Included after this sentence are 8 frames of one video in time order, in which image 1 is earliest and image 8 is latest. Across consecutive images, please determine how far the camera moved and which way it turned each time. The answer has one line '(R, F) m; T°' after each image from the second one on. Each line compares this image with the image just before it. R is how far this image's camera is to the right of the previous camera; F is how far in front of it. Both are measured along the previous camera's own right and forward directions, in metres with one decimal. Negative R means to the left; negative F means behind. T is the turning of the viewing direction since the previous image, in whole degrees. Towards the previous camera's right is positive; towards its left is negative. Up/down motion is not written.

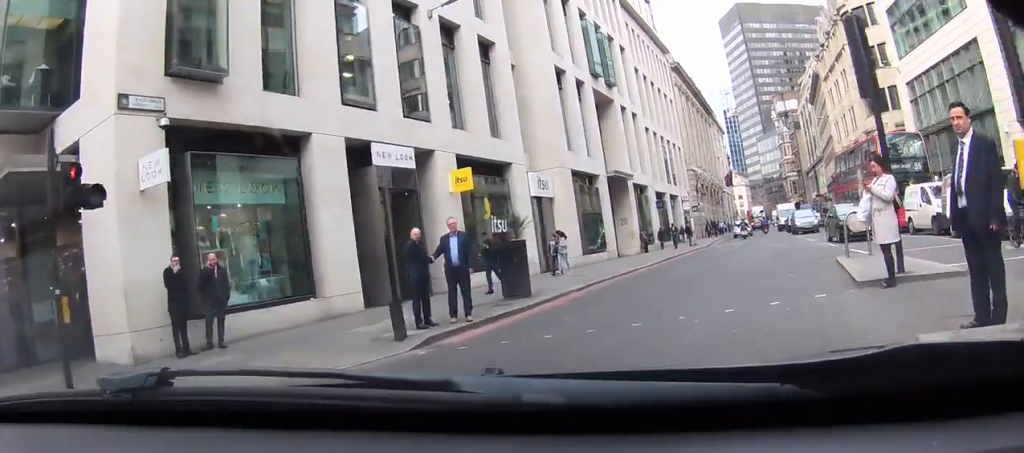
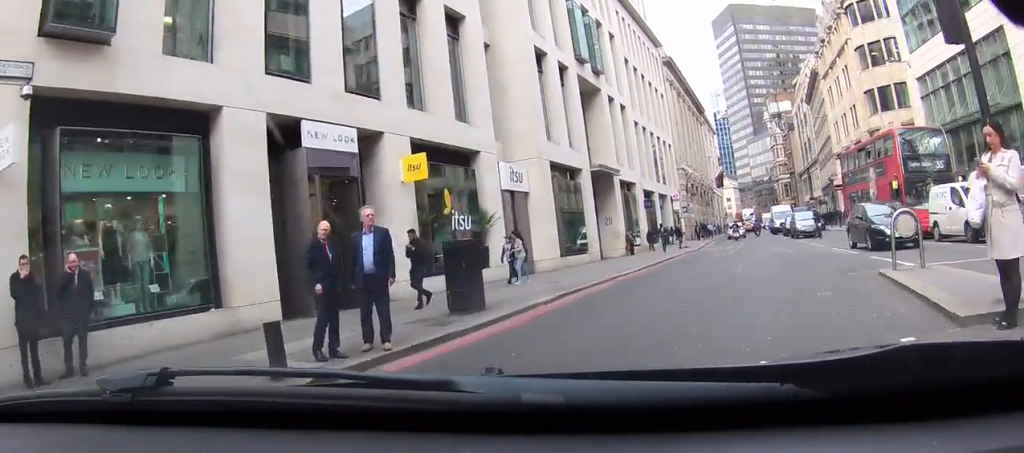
(0.0, +3.5) m; 0°
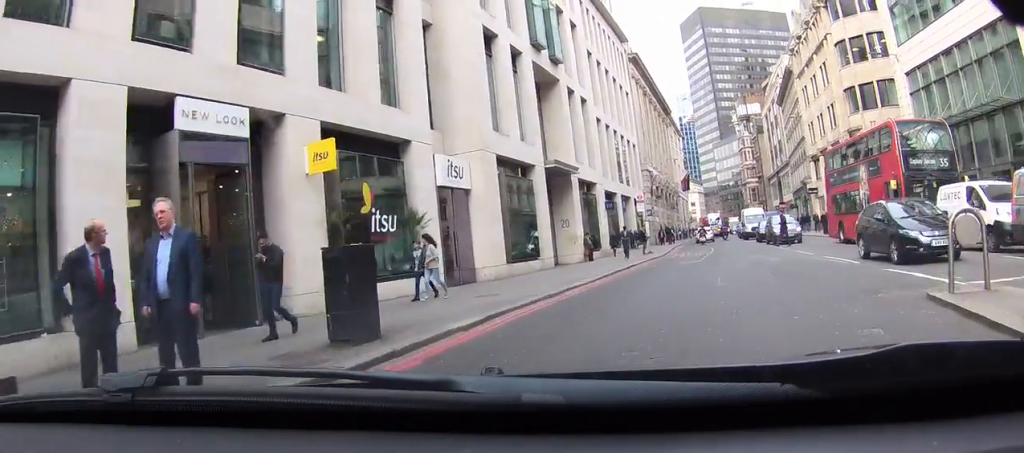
(0.0, +2.6) m; 0°
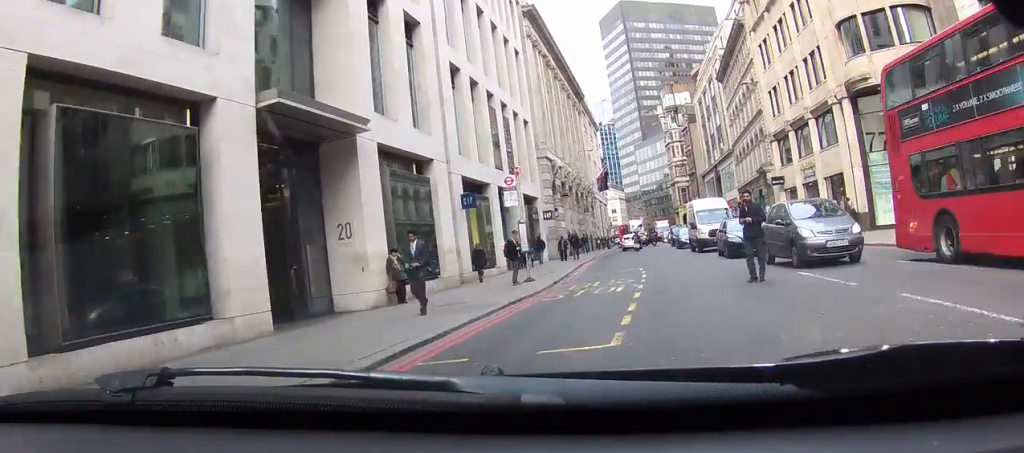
(0.0, +11.9) m; 0°
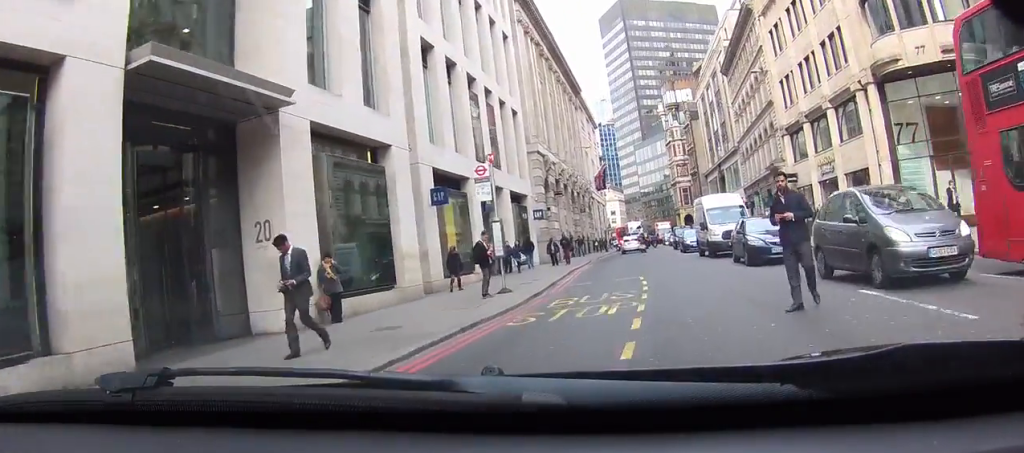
(0.0, +2.8) m; 0°
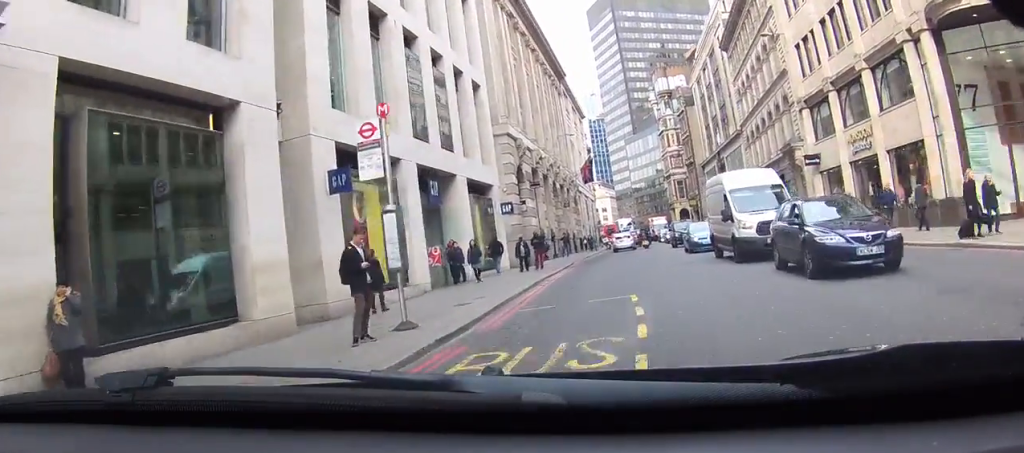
(0.0, +5.2) m; 0°
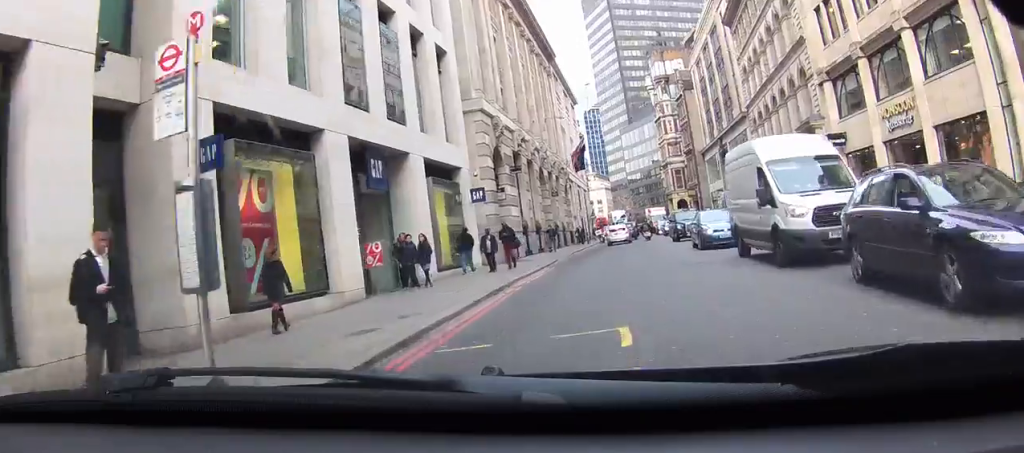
(0.0, +3.9) m; 0°
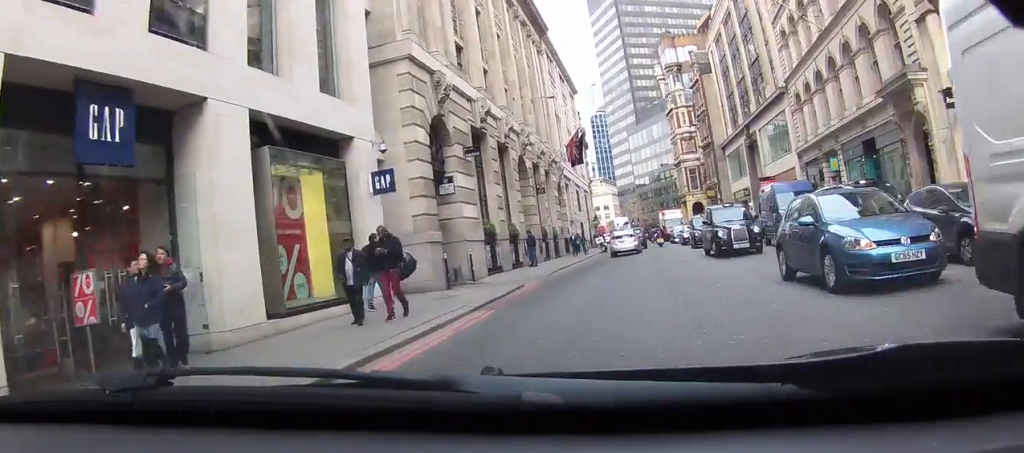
(0.0, +9.8) m; 0°
